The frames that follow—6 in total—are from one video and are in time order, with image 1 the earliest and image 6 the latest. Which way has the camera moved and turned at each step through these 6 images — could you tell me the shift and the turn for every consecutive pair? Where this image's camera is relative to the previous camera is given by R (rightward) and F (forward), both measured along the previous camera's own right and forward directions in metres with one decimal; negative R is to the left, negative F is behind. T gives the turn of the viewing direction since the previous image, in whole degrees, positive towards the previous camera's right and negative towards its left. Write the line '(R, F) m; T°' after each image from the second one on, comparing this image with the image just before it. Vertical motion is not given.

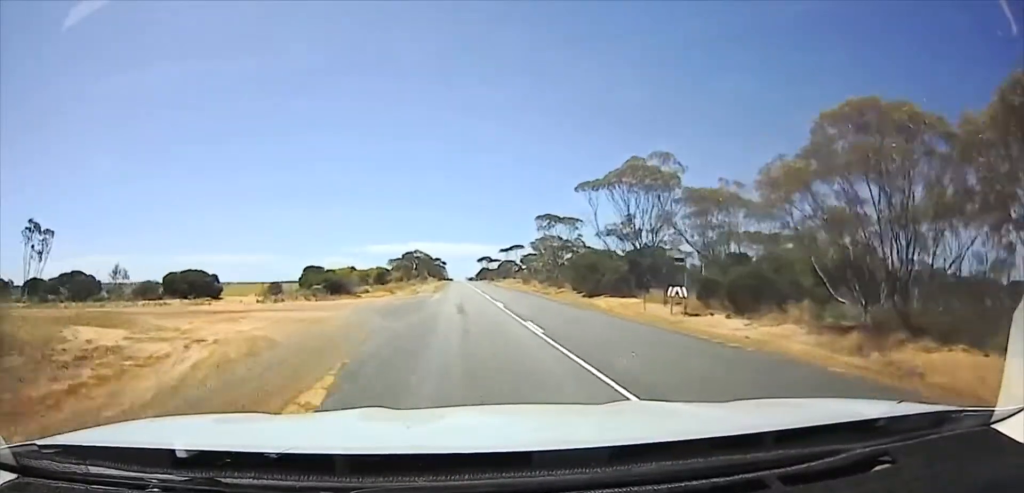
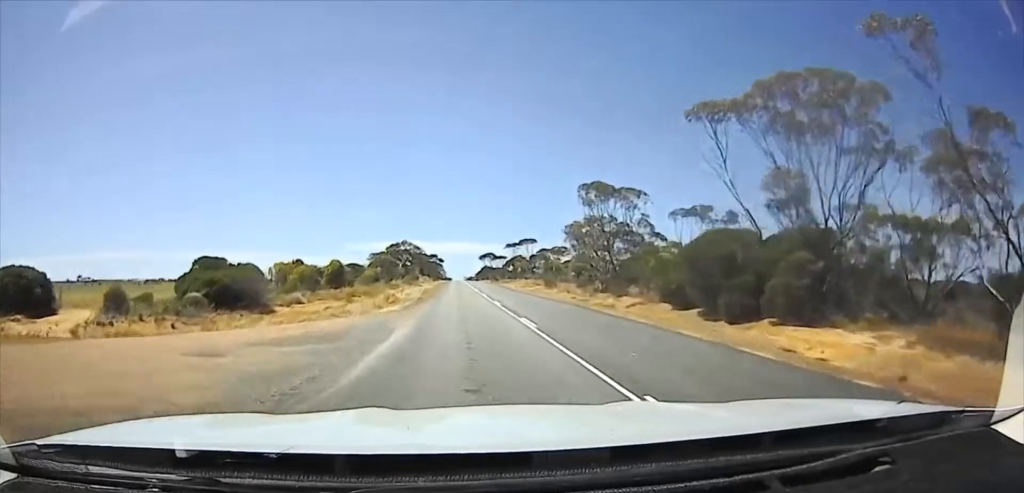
(0.0, +16.8) m; 0°
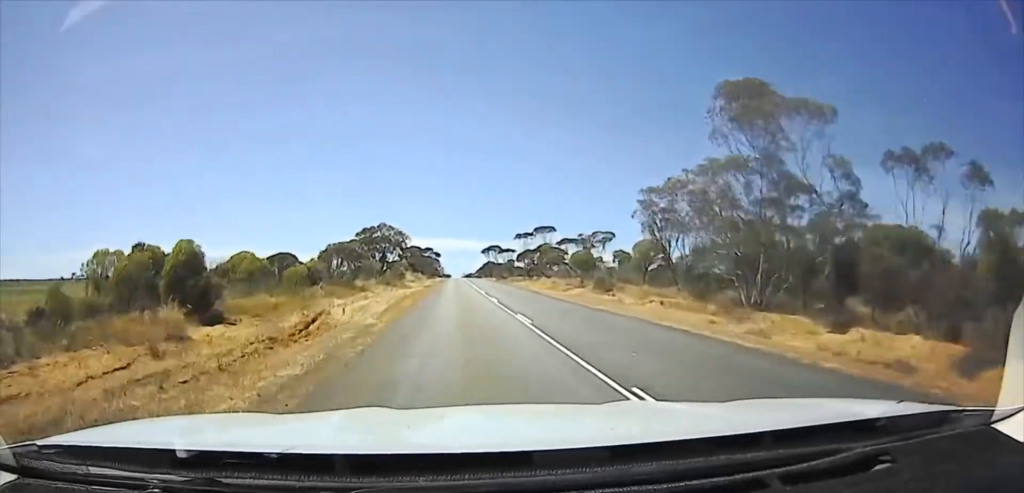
(0.0, +16.7) m; 0°
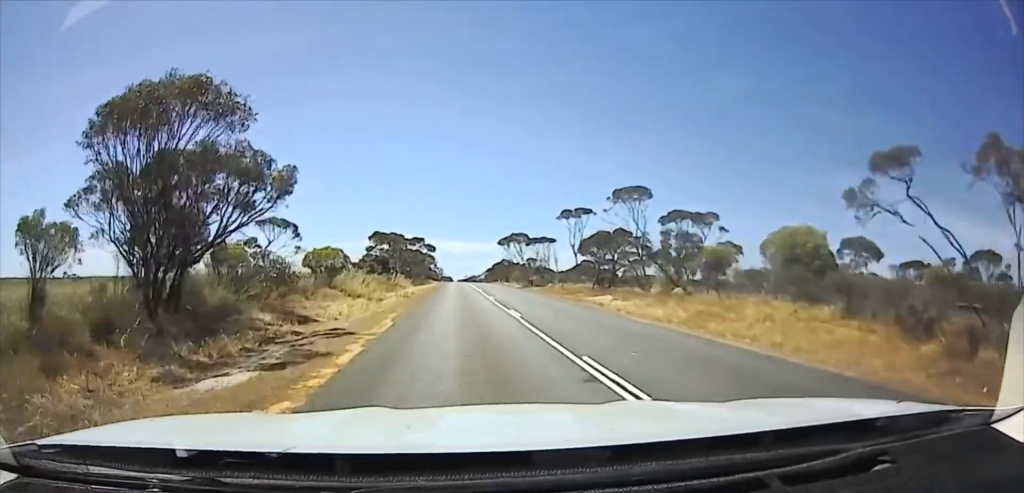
(0.0, +36.6) m; 0°
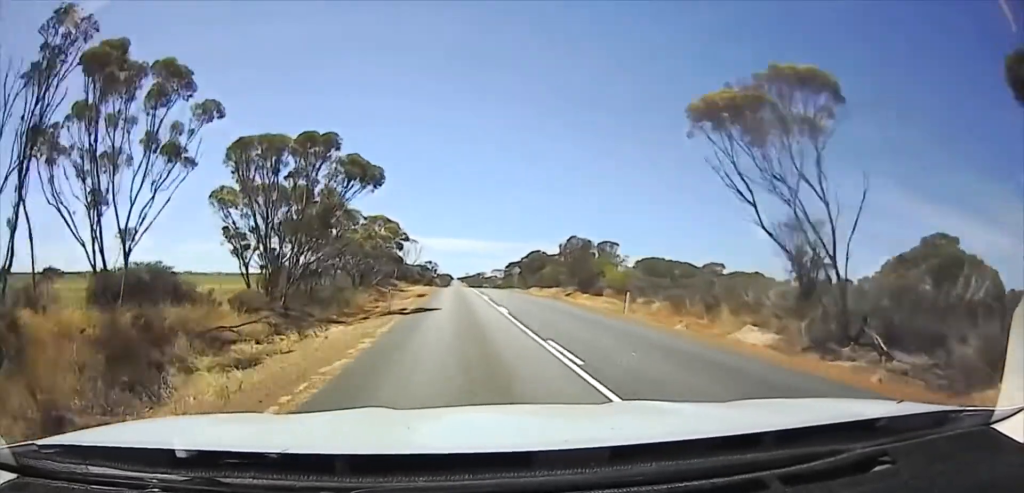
(0.0, +67.8) m; -1°
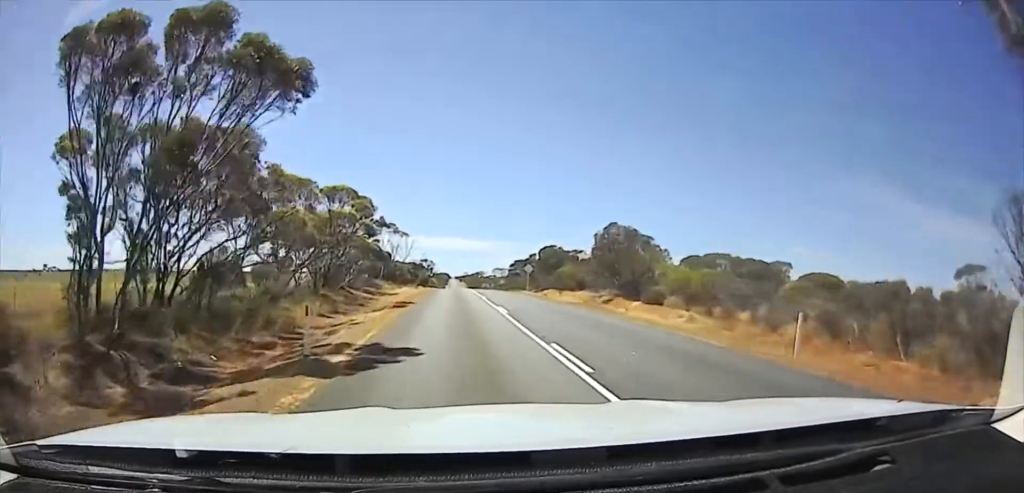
(0.0, +13.3) m; -1°
